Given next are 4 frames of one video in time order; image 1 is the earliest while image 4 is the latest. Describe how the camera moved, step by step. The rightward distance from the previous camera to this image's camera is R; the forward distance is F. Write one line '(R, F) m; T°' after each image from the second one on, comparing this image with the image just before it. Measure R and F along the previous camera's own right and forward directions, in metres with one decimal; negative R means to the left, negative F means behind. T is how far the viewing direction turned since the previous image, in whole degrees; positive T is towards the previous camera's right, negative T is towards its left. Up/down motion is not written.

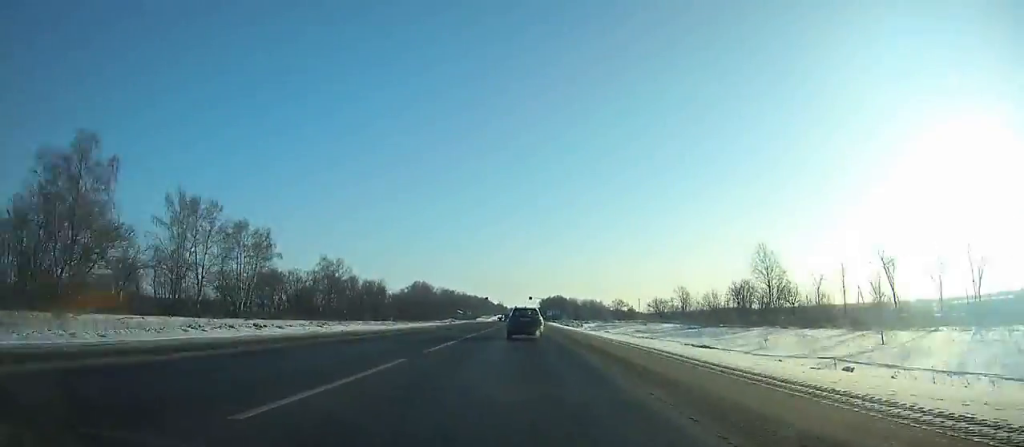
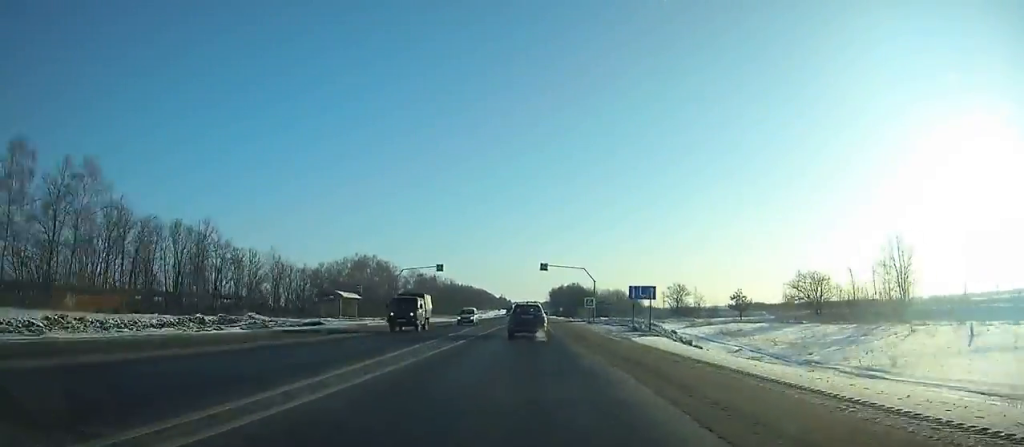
(+0.1, +97.5) m; 0°
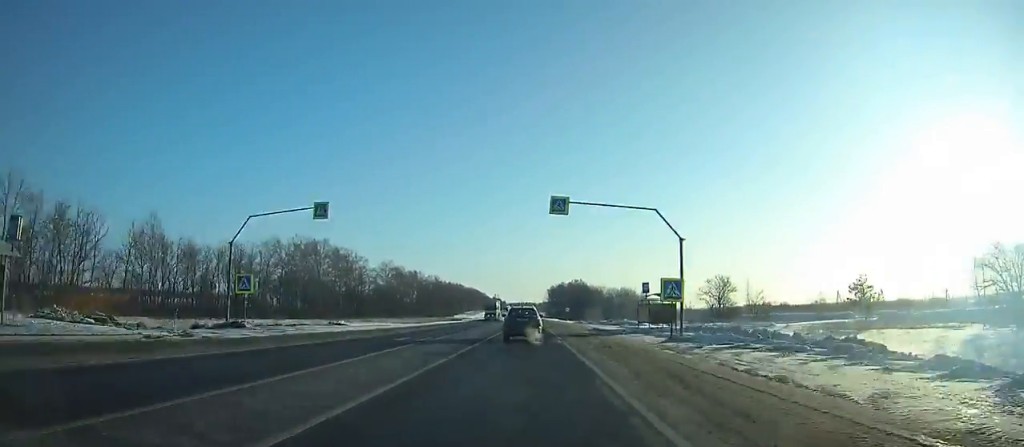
(0.0, +41.1) m; 0°
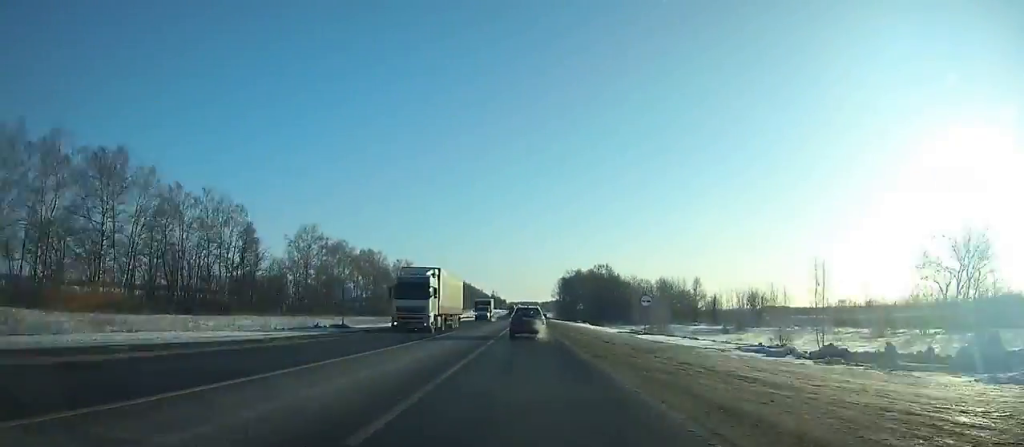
(-0.1, +77.5) m; 0°
